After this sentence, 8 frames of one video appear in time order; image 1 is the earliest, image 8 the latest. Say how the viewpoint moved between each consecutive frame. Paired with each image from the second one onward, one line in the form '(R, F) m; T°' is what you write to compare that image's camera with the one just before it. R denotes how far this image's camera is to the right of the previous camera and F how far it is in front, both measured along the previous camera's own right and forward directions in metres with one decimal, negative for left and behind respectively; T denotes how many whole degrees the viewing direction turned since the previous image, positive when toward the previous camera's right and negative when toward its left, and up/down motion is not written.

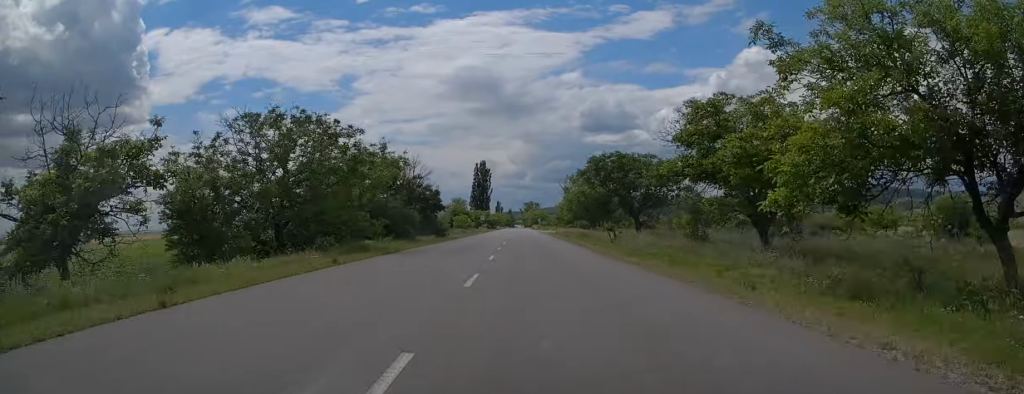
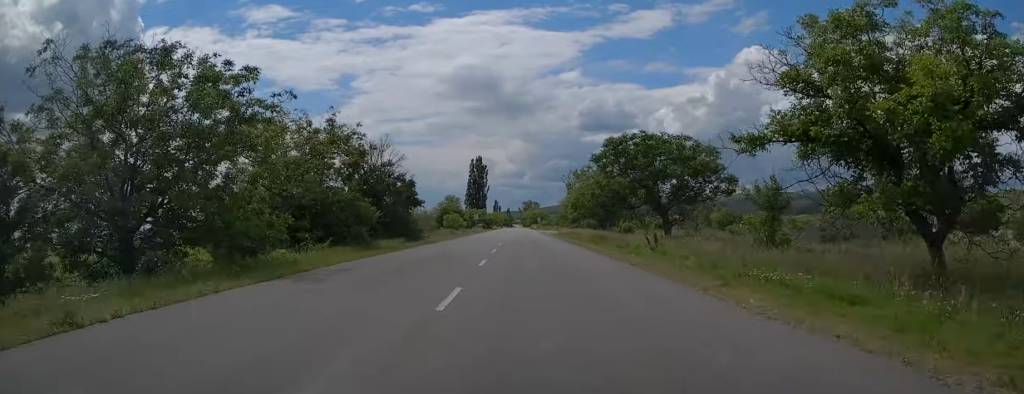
(0.0, +12.2) m; 0°
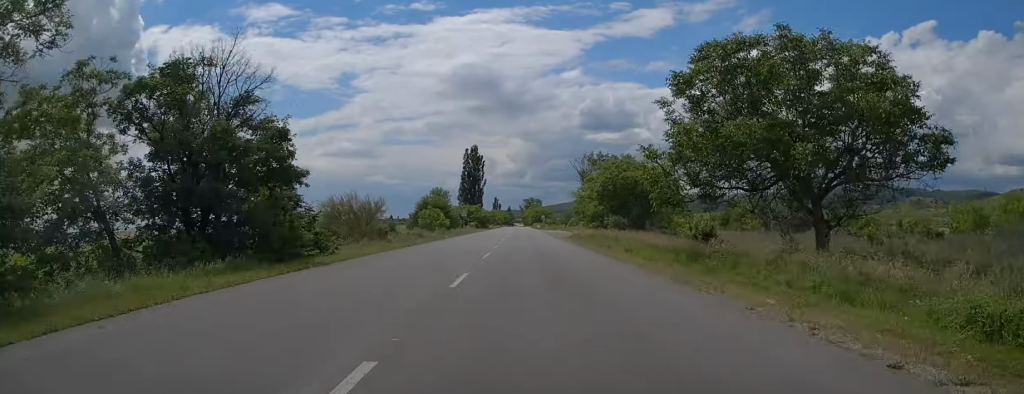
(+0.3, +24.0) m; 0°
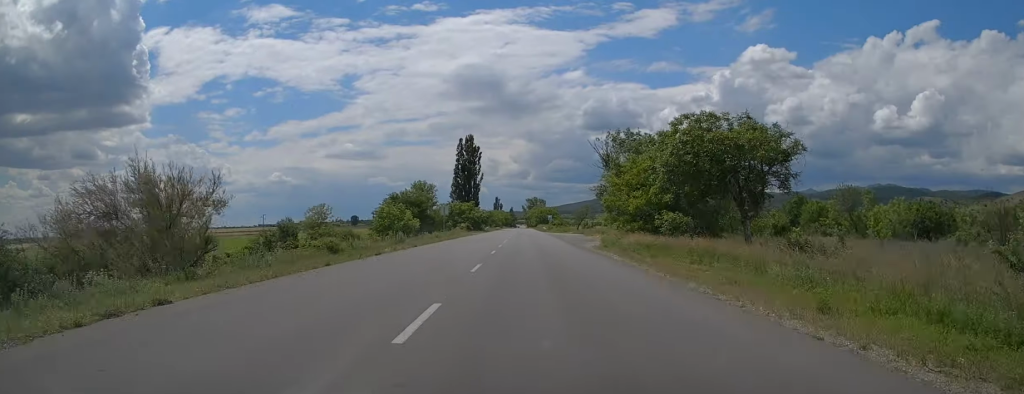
(0.0, +22.9) m; -1°
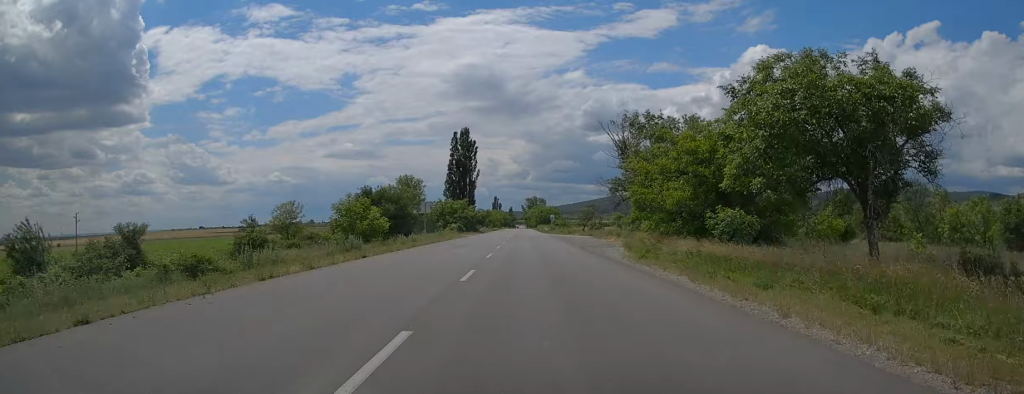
(-0.2, +11.2) m; 0°
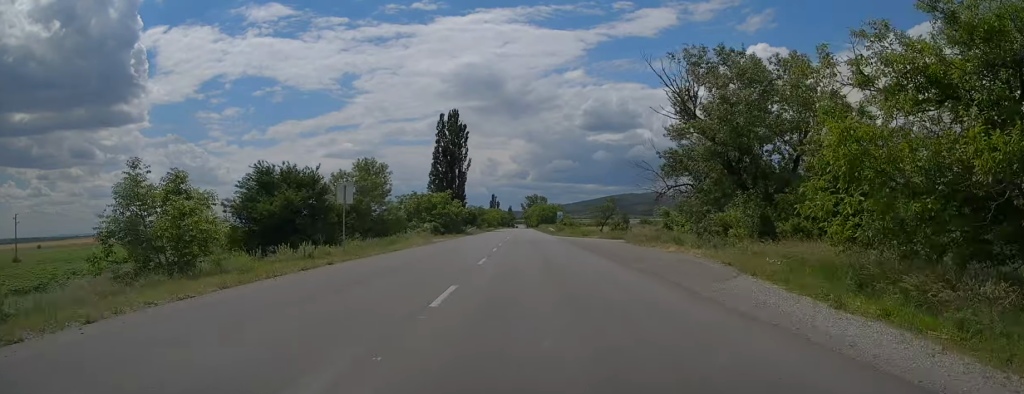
(0.0, +21.8) m; 0°
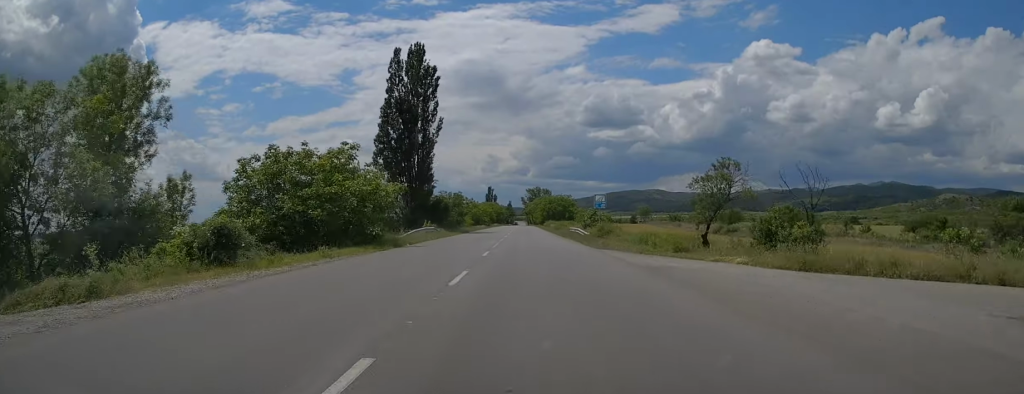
(+0.4, +41.9) m; 0°
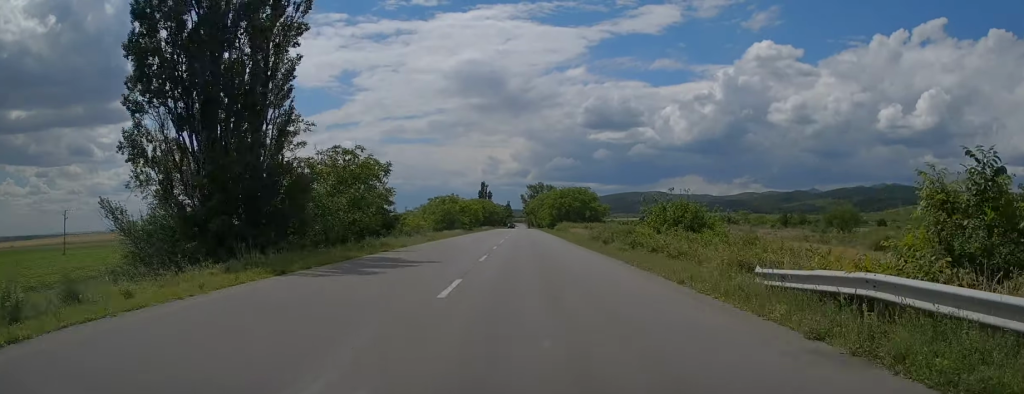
(+0.1, +46.5) m; 0°
